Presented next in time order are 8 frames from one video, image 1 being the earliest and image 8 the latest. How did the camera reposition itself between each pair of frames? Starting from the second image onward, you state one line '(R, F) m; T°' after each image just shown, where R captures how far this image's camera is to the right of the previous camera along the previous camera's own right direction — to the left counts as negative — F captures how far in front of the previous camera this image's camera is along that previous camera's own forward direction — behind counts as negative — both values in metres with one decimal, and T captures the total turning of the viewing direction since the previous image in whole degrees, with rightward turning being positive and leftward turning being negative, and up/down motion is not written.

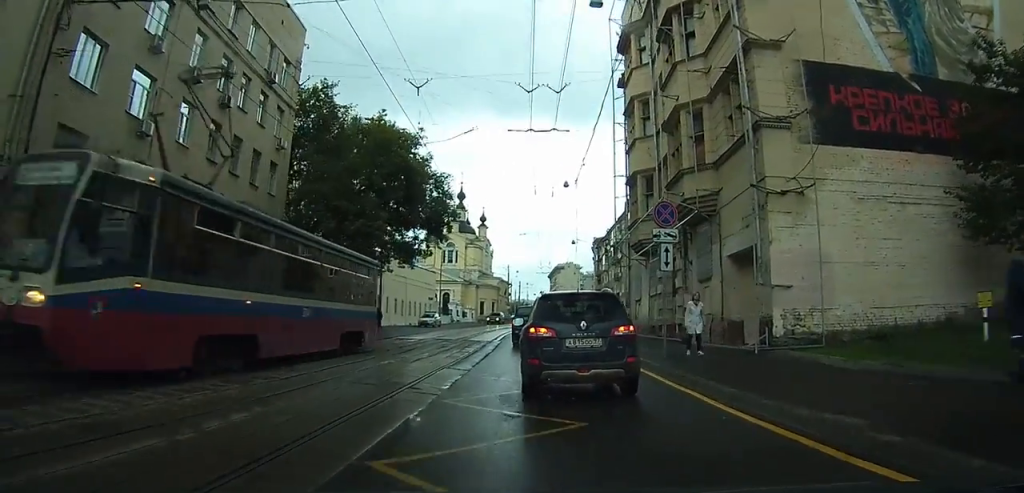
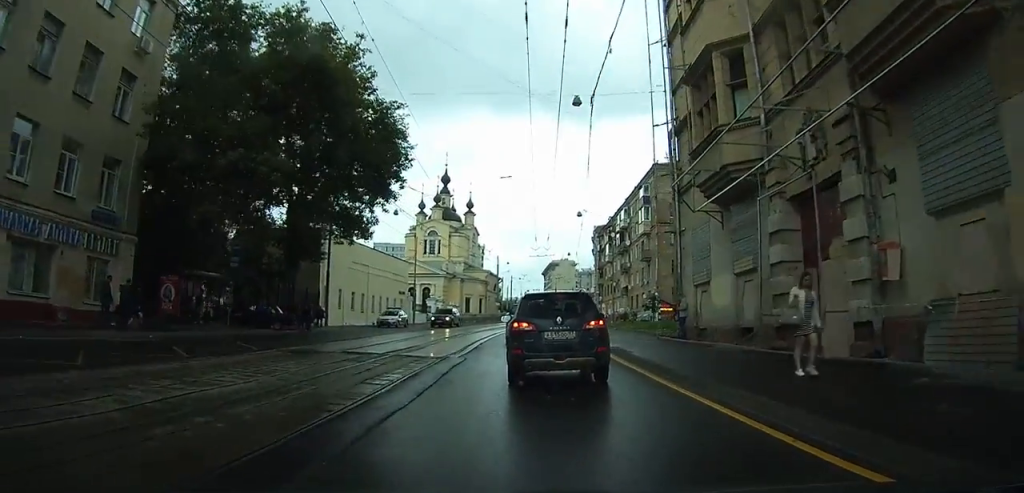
(+0.1, +13.7) m; +1°
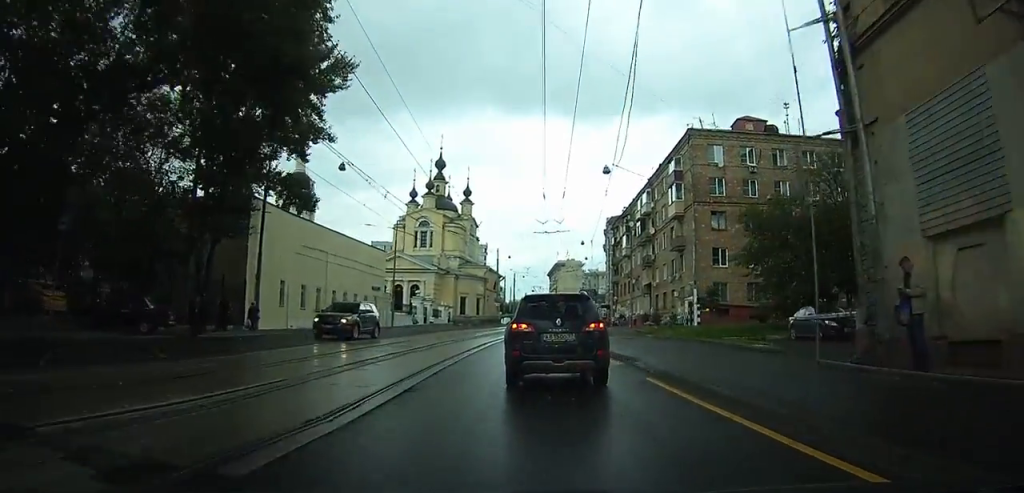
(0.0, +12.3) m; 0°
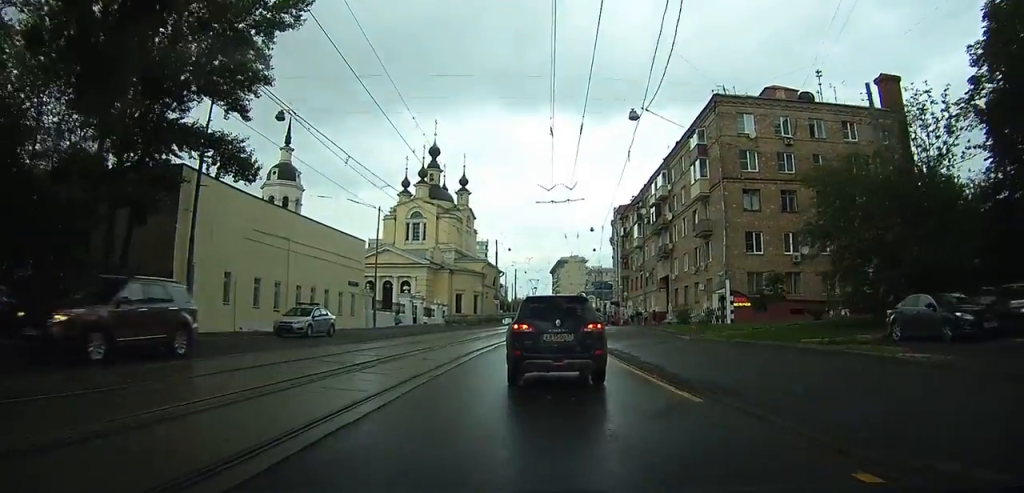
(0.0, +7.8) m; +1°
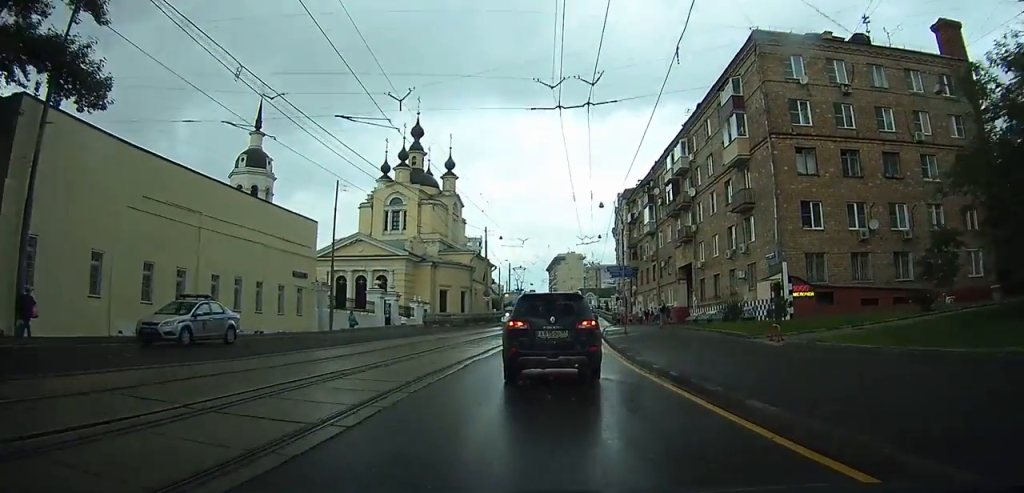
(+0.2, +10.2) m; +2°
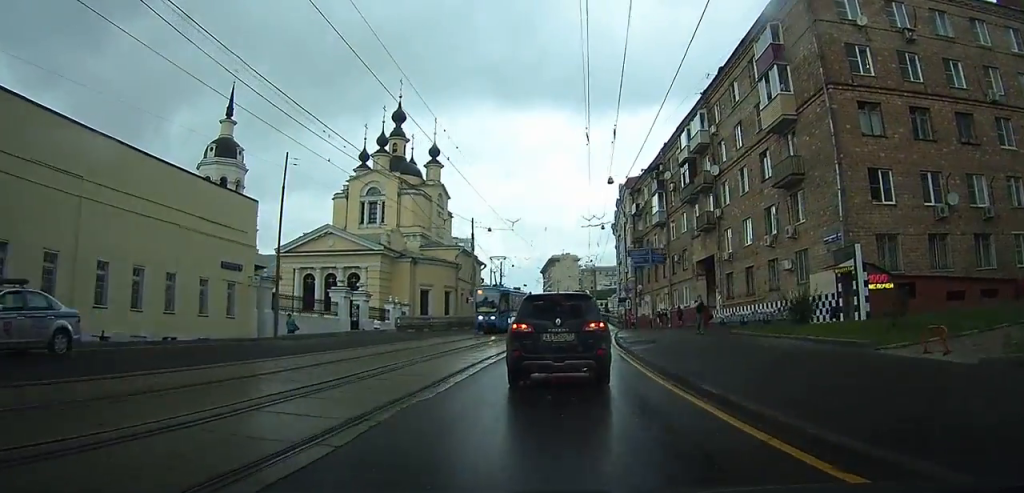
(+0.1, +7.7) m; +1°
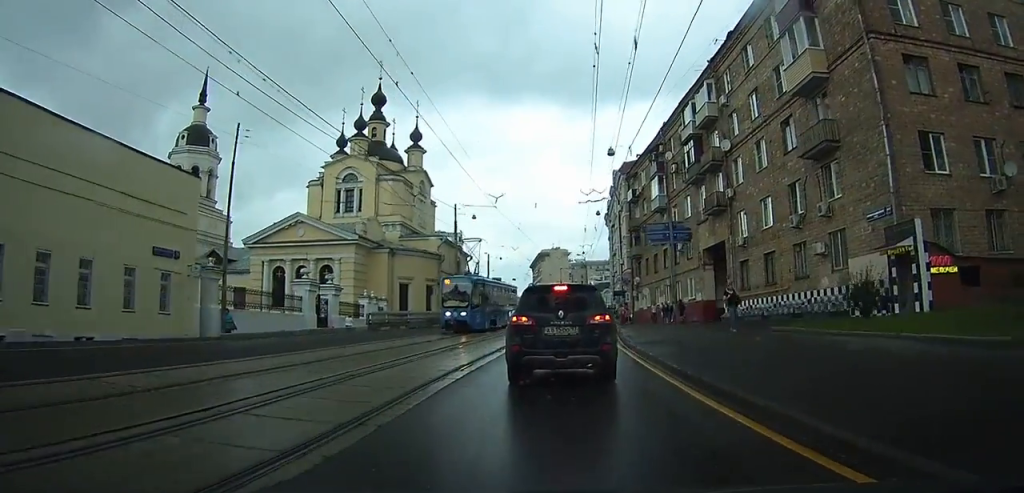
(0.0, +4.5) m; 0°
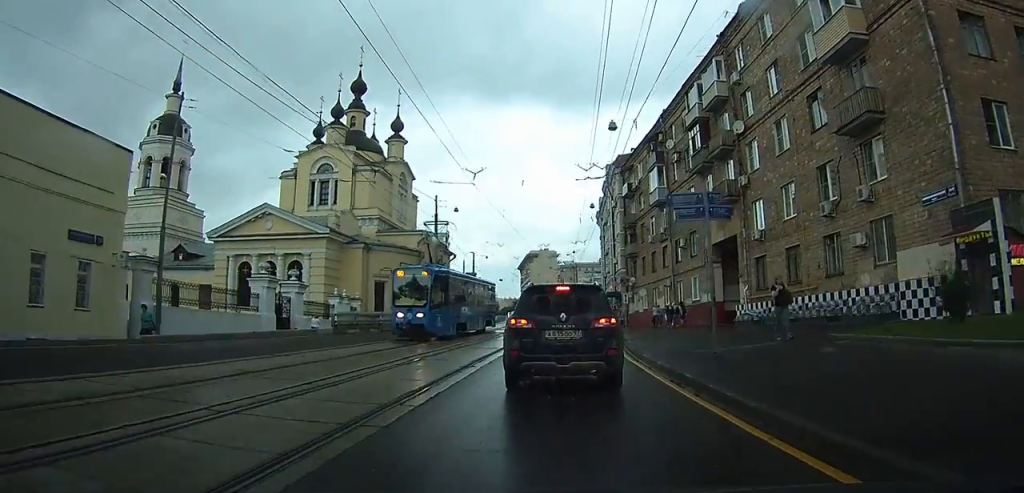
(+0.1, +4.0) m; +1°
